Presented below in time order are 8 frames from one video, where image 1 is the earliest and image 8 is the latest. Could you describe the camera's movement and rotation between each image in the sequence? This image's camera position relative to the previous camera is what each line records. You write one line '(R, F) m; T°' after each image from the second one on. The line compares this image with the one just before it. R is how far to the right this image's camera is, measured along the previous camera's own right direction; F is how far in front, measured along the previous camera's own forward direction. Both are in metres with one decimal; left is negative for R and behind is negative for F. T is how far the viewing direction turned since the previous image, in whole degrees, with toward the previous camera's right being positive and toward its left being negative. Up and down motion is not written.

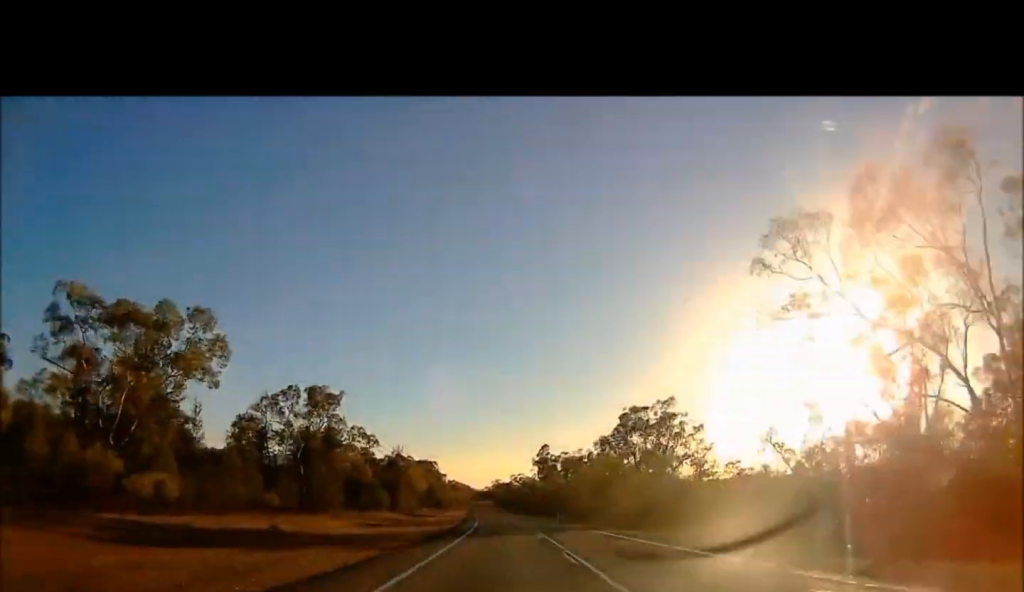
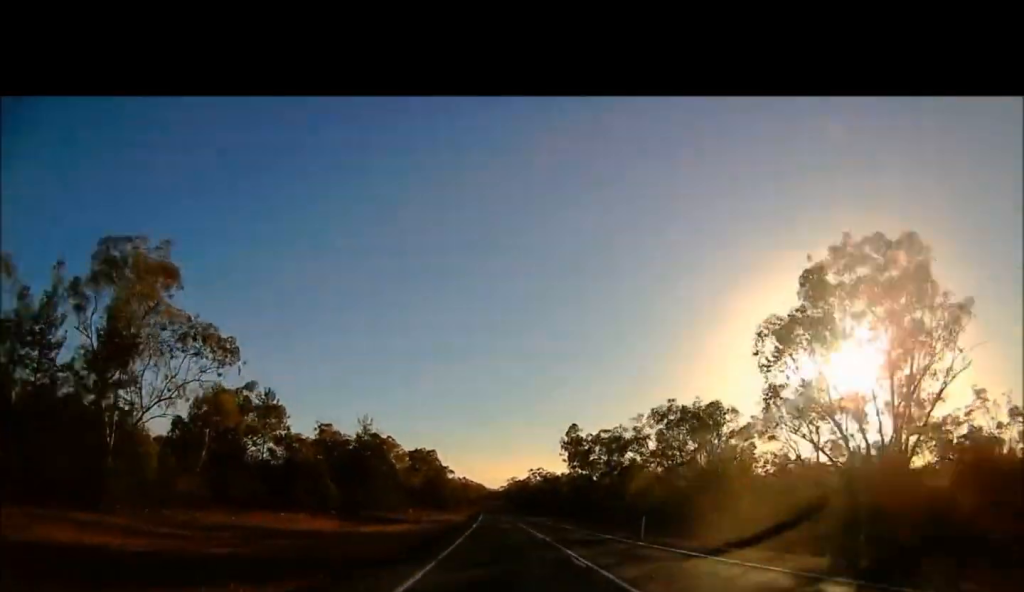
(0.0, +36.8) m; 0°
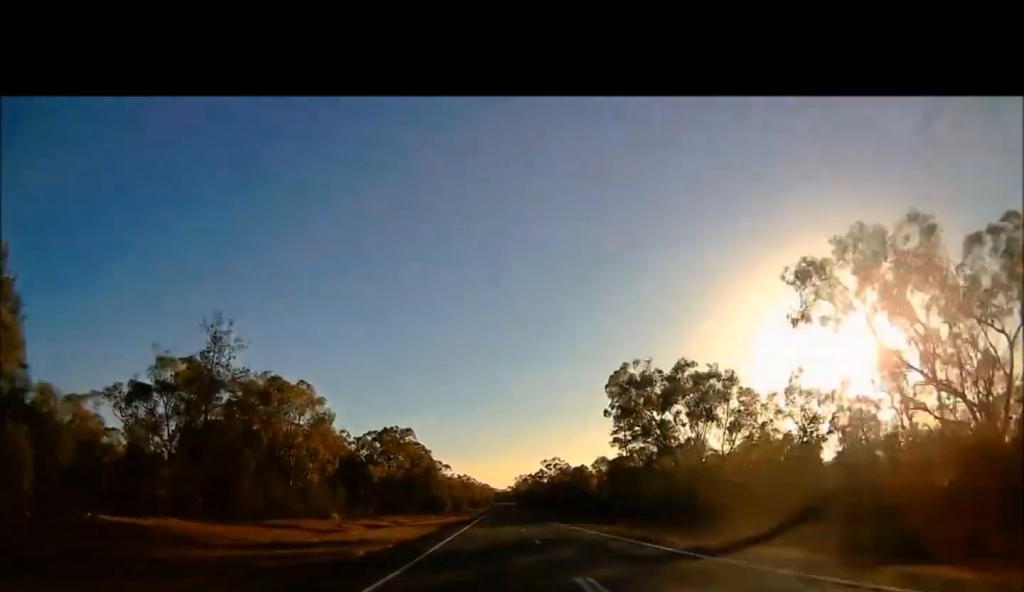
(0.0, +42.4) m; 0°
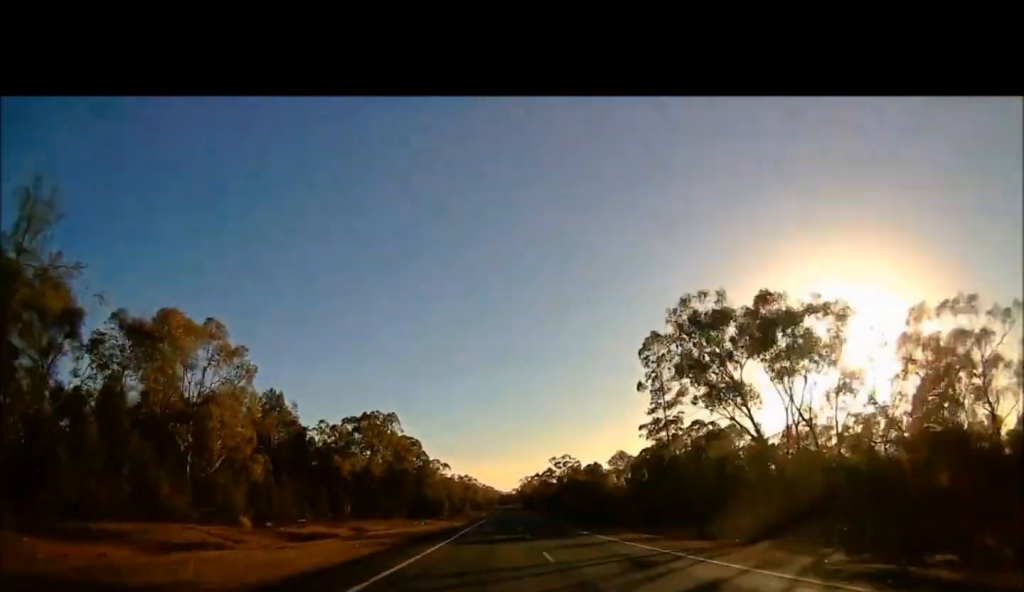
(0.0, +17.9) m; 0°
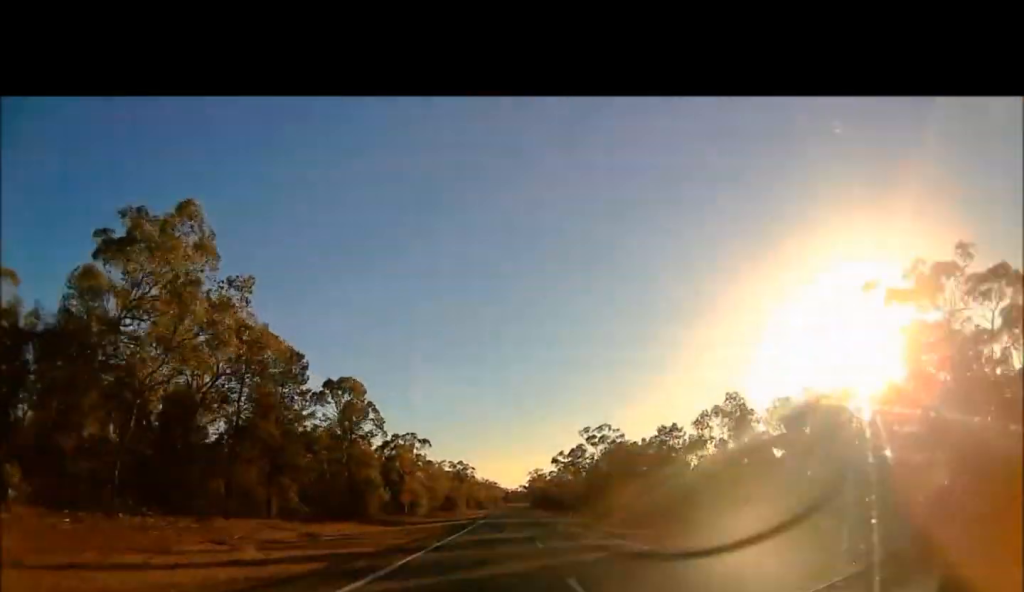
(-1.4, +56.1) m; -3°
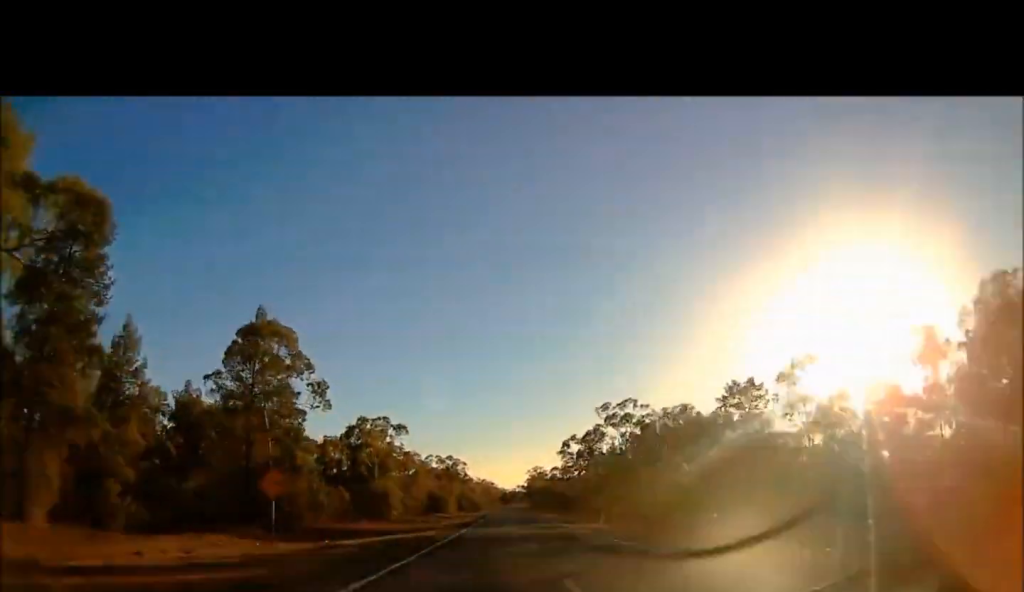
(-0.3, +24.7) m; -1°
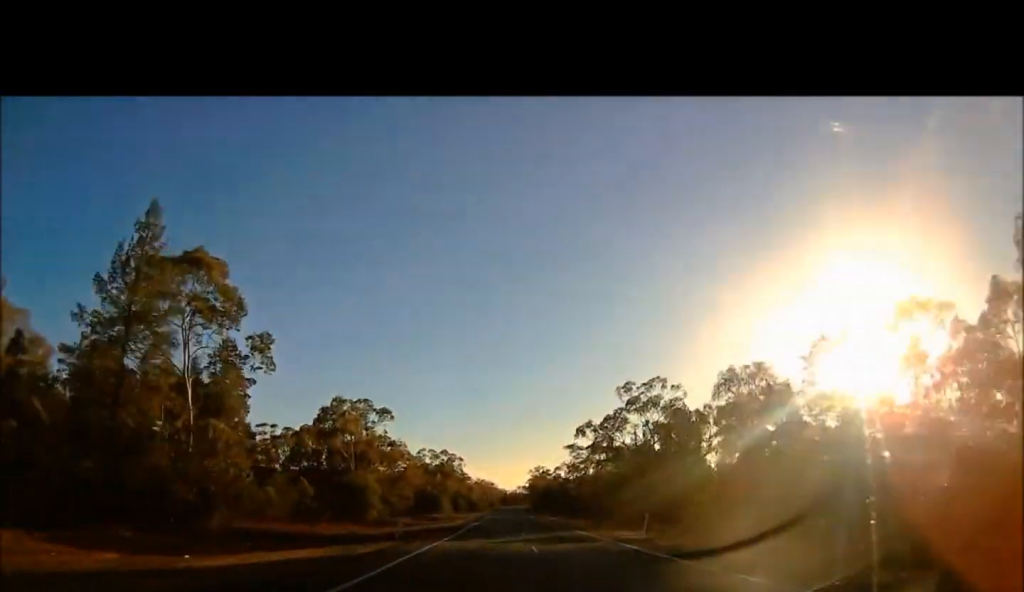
(0.0, +14.6) m; 0°
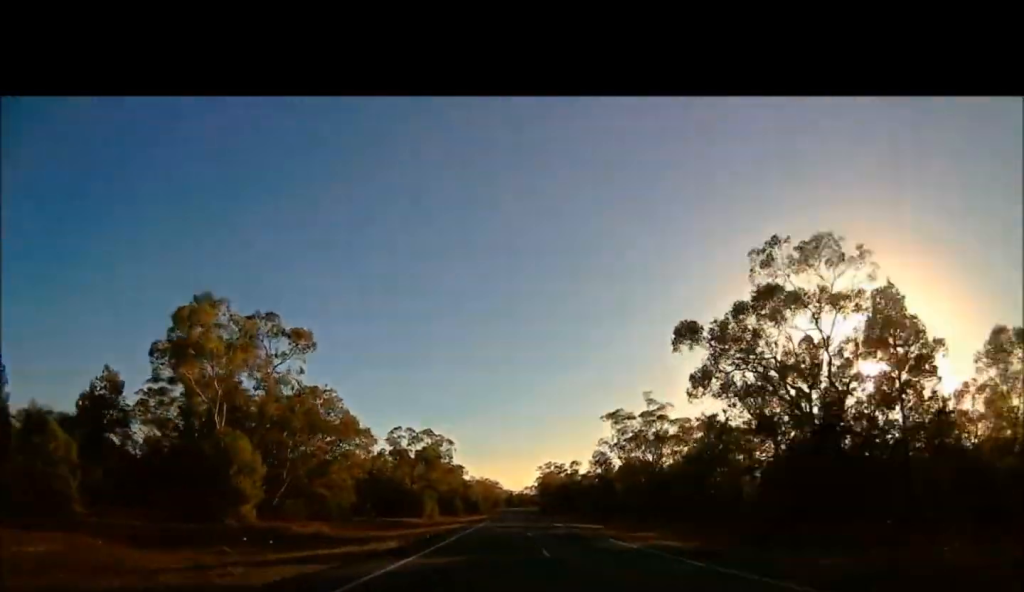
(0.0, +38.1) m; 0°
